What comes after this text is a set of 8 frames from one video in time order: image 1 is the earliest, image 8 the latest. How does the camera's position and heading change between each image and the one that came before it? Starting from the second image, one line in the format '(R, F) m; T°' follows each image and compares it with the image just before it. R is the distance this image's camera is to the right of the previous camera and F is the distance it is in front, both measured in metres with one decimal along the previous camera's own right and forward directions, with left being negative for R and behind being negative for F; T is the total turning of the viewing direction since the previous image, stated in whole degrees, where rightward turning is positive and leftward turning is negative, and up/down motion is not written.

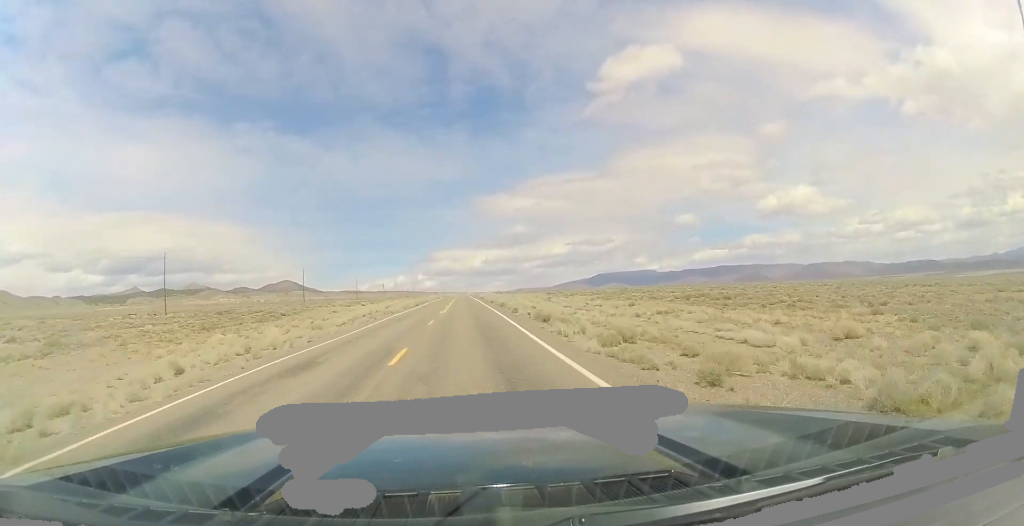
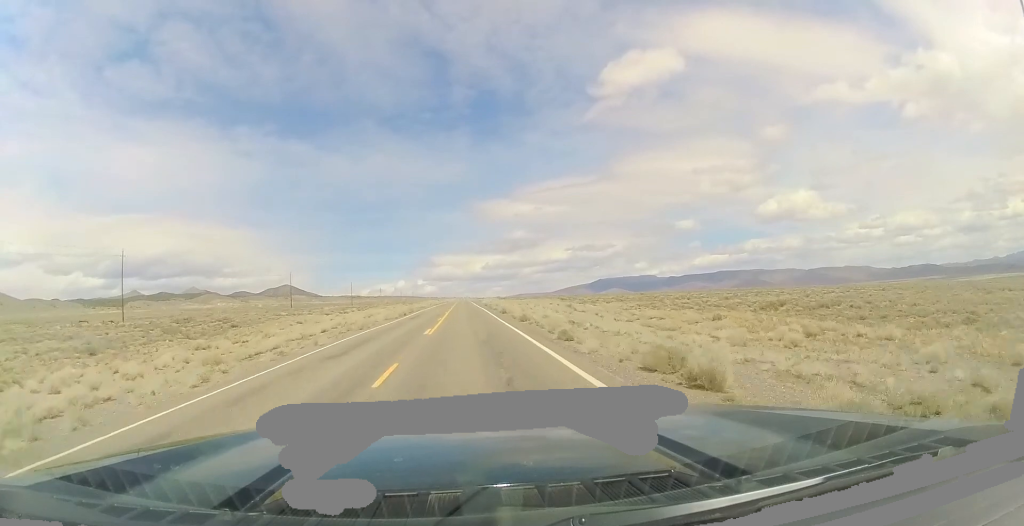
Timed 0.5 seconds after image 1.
(-0.2, +16.0) m; 0°
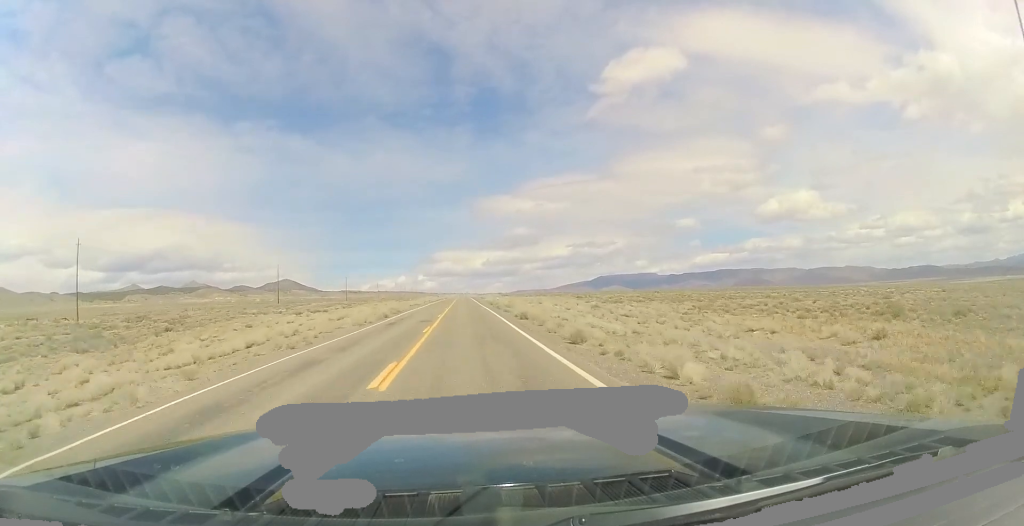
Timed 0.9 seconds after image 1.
(-0.1, +13.9) m; 0°
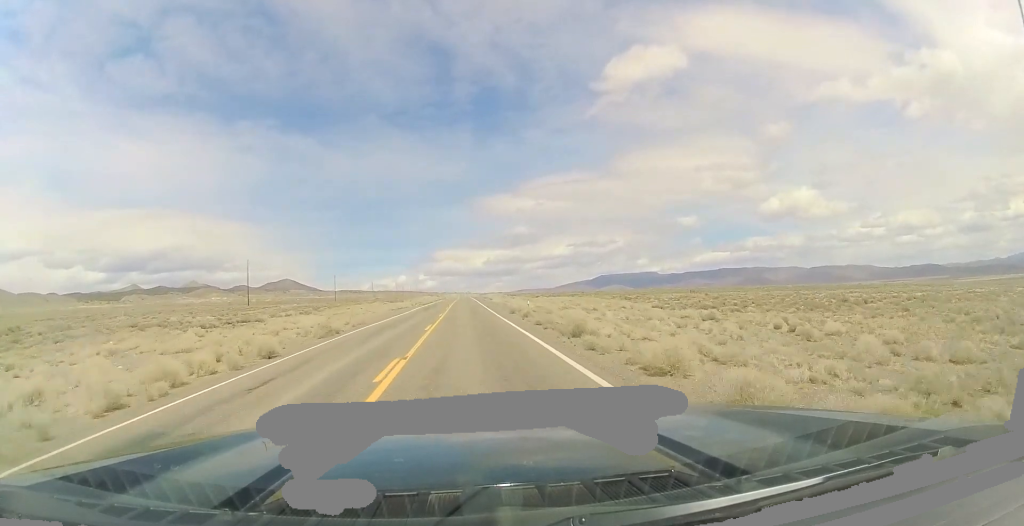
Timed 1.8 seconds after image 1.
(0.0, +26.7) m; +1°
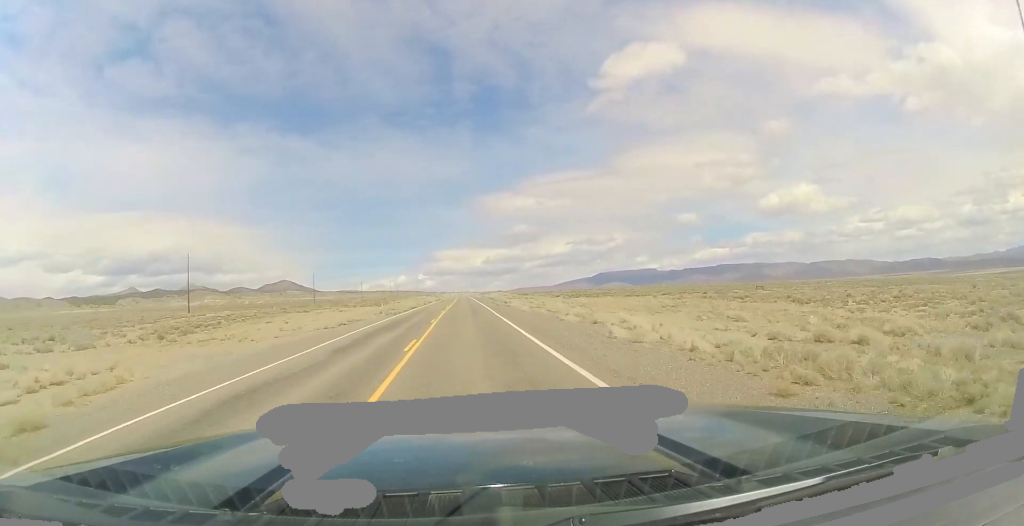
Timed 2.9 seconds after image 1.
(+0.4, +35.2) m; +1°
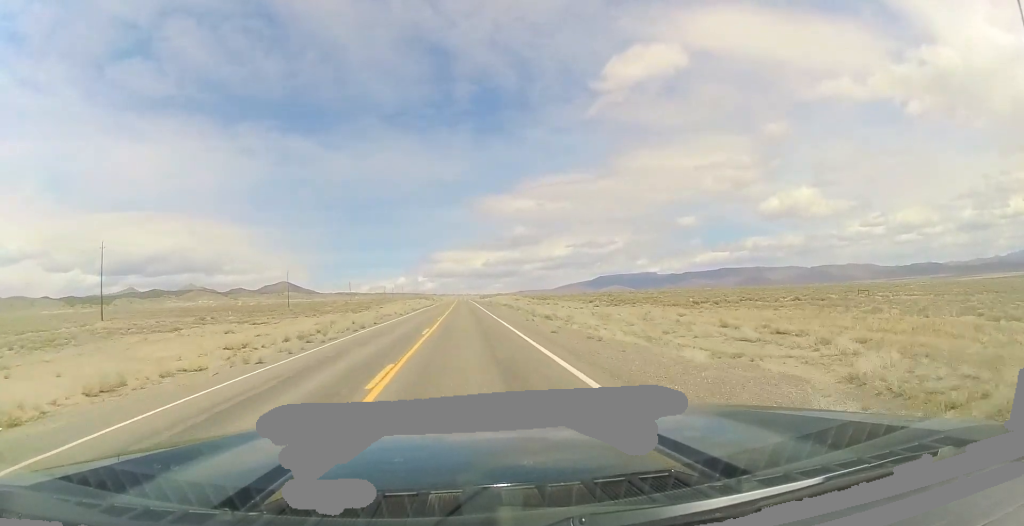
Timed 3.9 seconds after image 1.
(-0.1, +33.2) m; -1°
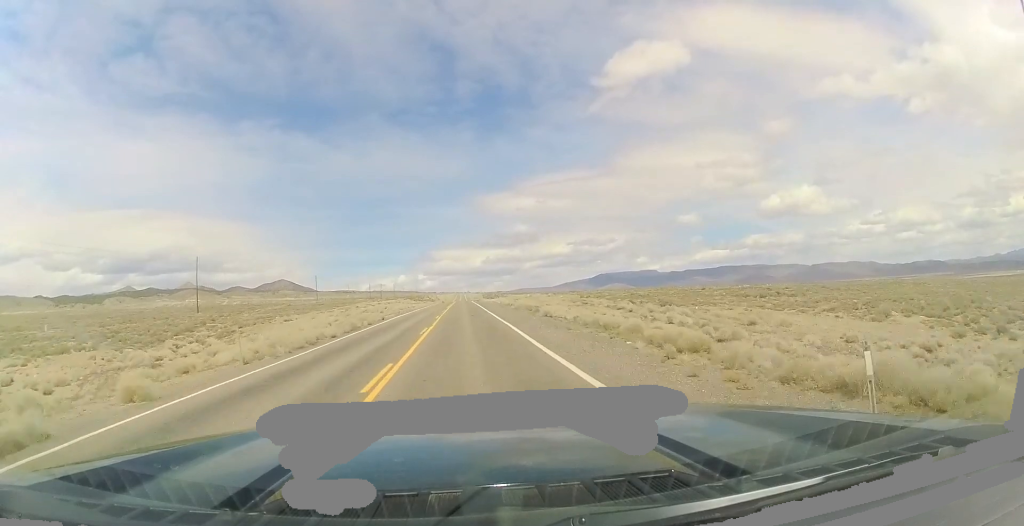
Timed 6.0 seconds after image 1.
(-0.2, +68.7) m; 0°
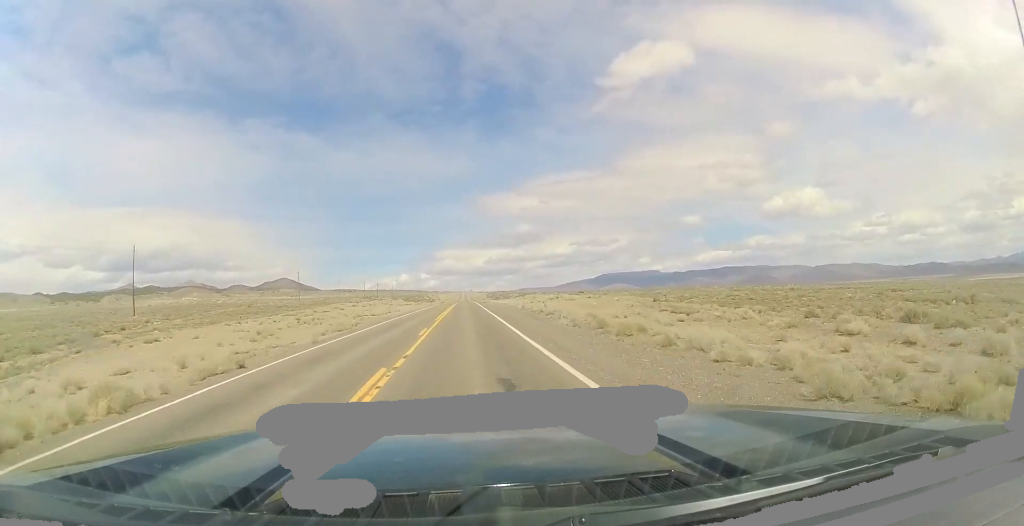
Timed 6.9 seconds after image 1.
(-0.1, +27.8) m; 0°
